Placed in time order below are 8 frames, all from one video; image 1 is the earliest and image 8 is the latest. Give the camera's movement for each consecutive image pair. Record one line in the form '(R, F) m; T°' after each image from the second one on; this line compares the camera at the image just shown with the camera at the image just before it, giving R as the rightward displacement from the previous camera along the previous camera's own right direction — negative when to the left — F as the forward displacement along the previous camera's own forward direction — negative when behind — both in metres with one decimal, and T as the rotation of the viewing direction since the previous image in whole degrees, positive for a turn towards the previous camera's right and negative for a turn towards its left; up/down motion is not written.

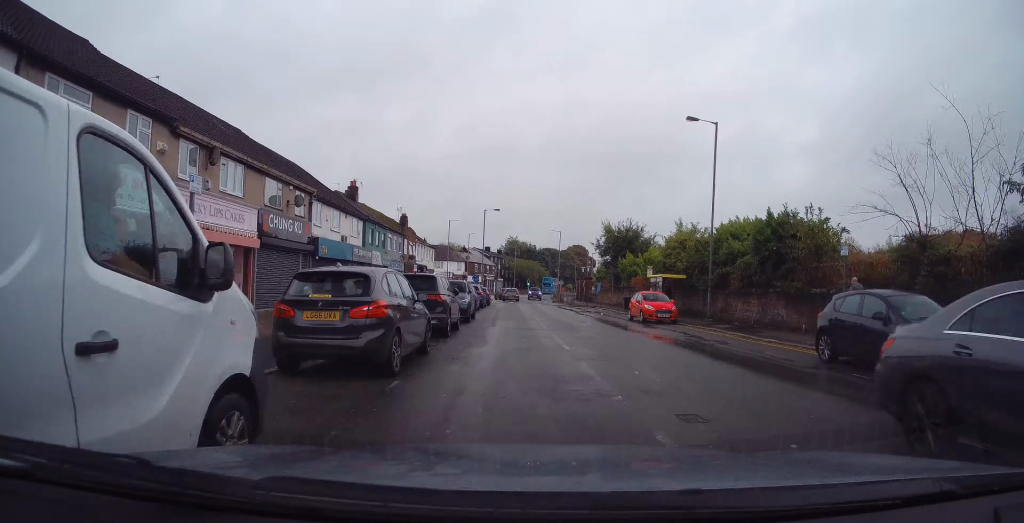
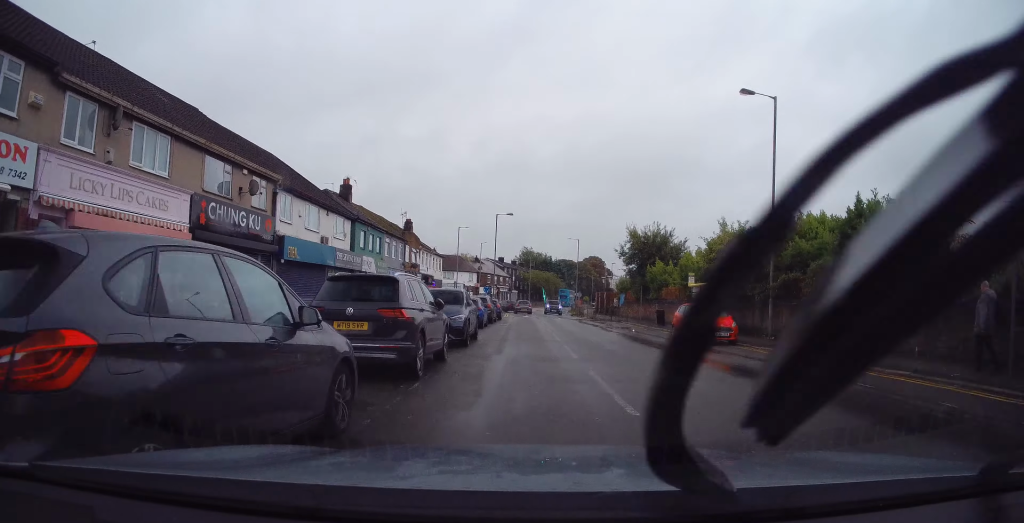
(-0.2, +5.5) m; -4°
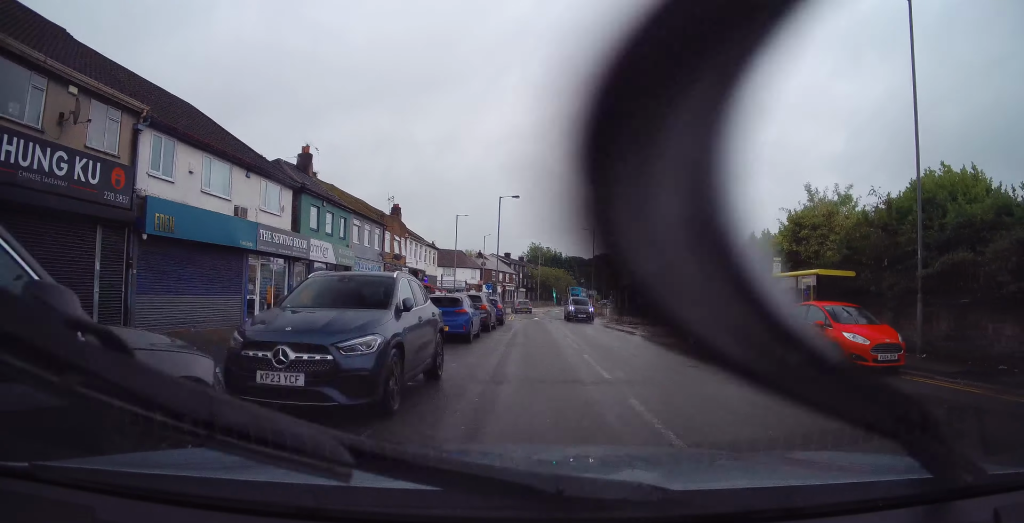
(0.0, +8.8) m; +1°
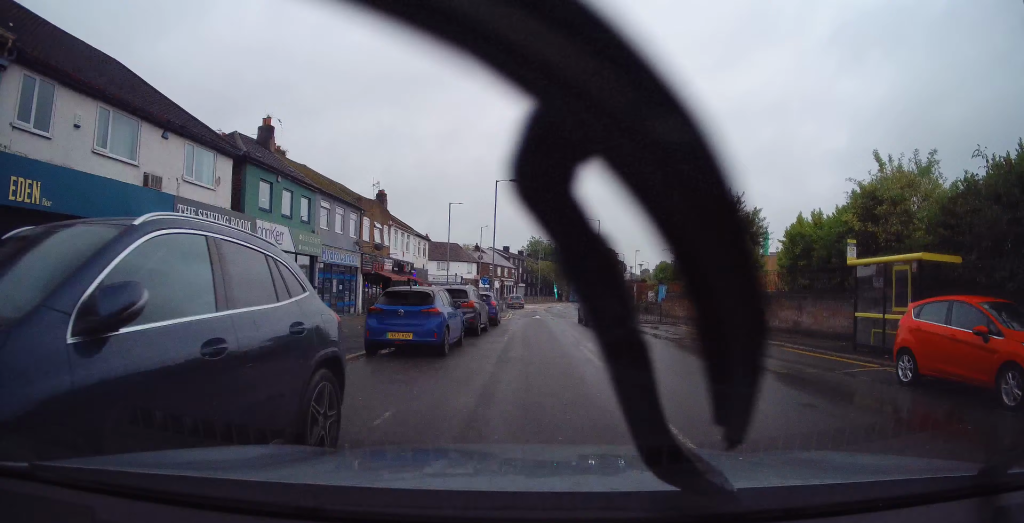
(0.0, +4.8) m; 0°
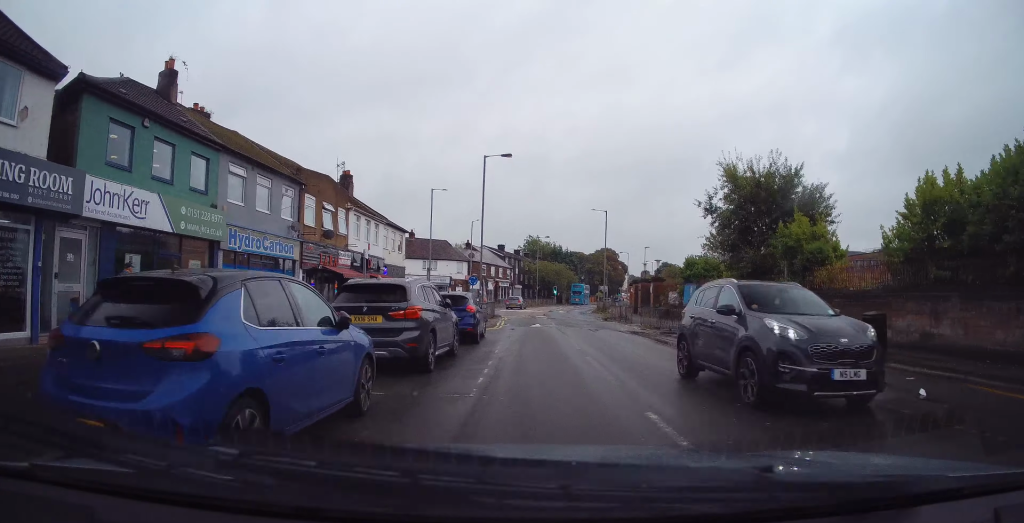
(0.0, +7.9) m; 0°
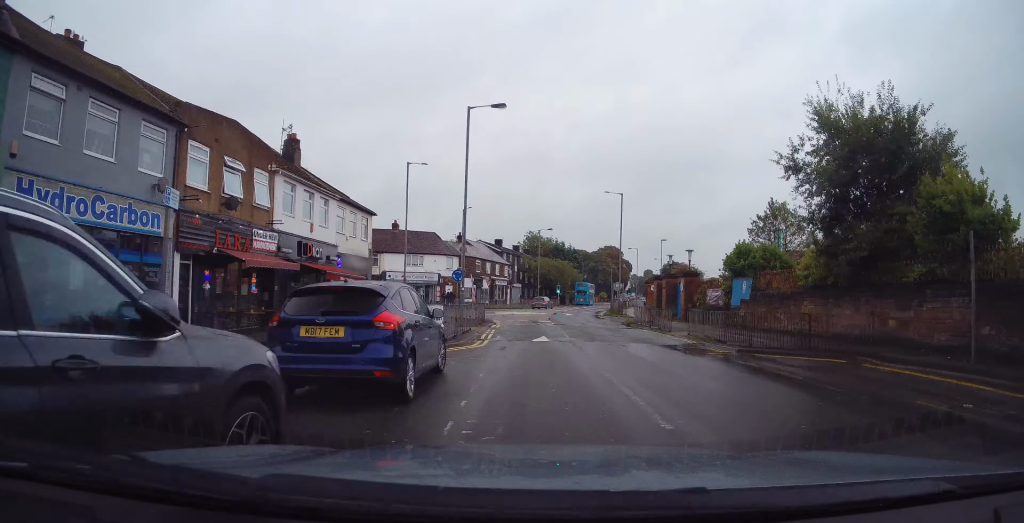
(-0.1, +9.0) m; -2°
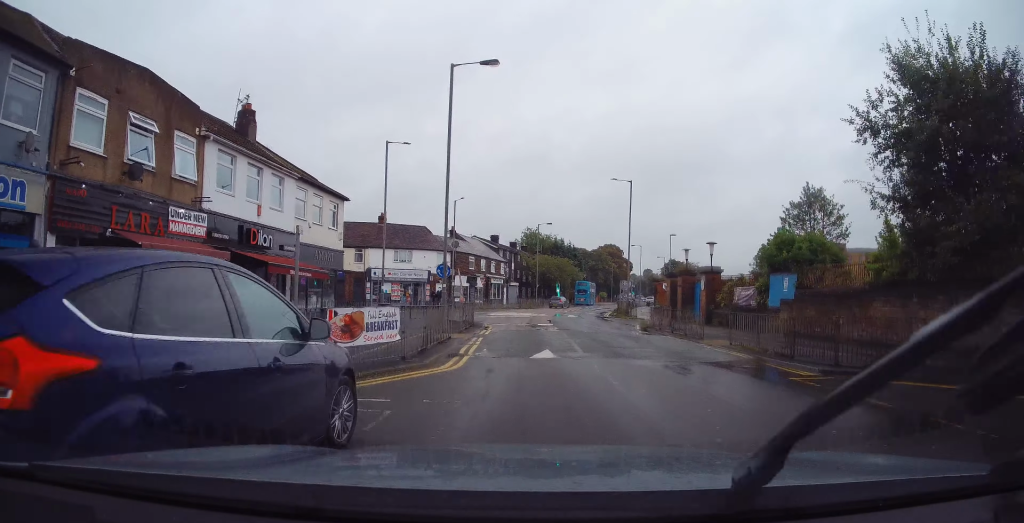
(0.0, +5.0) m; 0°
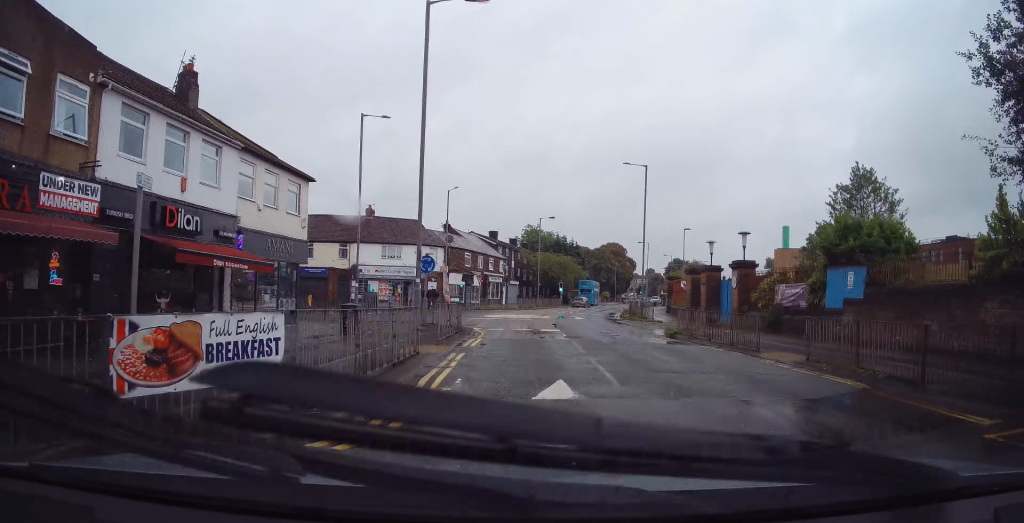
(0.0, +5.0) m; 0°
